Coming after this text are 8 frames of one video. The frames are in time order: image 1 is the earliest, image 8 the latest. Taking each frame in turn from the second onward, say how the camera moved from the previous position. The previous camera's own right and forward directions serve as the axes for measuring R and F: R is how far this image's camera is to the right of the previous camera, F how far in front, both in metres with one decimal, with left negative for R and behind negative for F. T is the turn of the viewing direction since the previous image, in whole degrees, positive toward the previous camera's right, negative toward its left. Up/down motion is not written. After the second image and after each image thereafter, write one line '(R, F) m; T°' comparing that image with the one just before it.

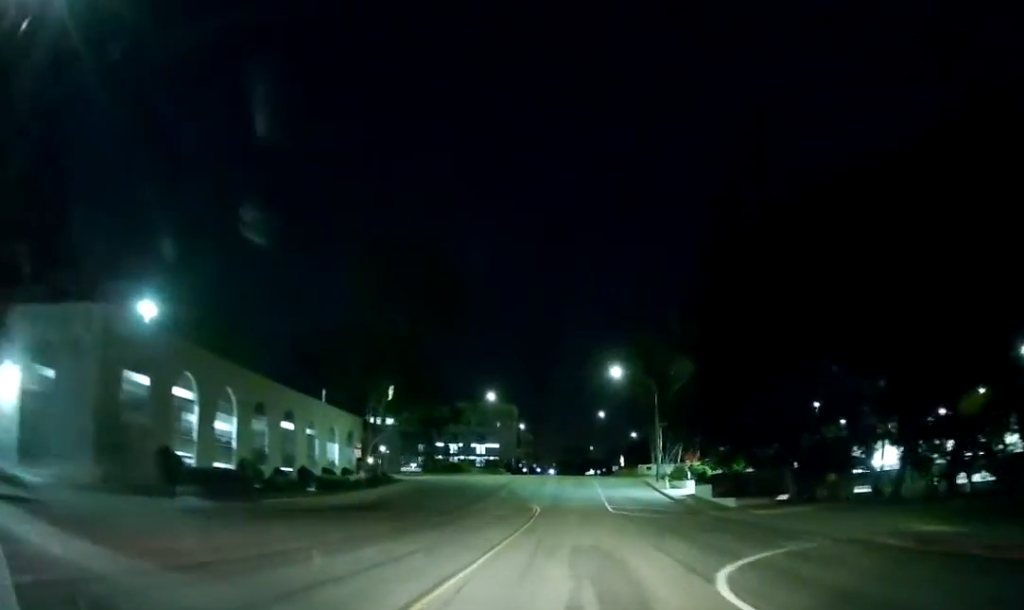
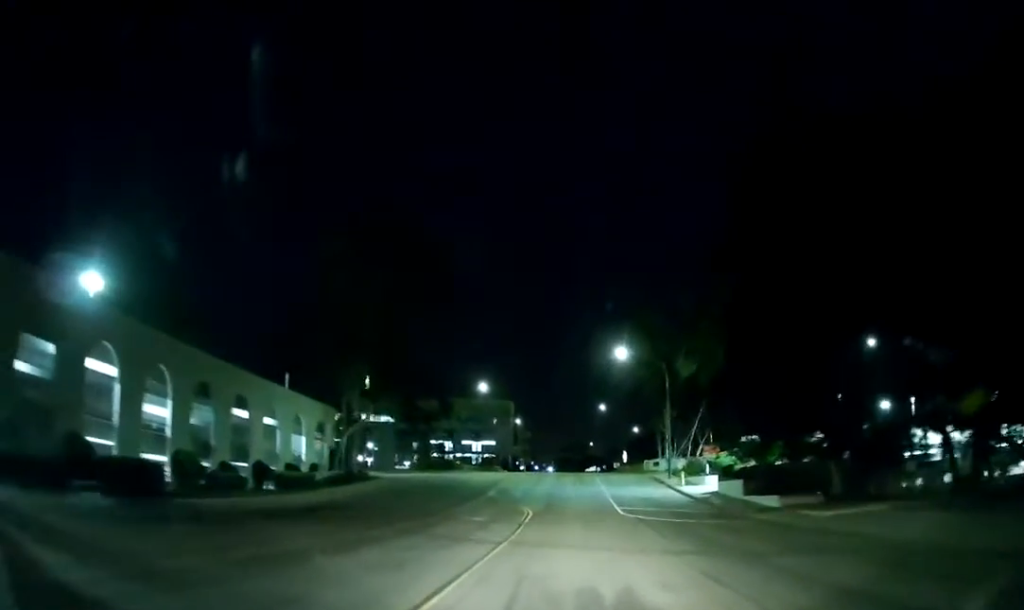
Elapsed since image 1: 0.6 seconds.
(-0.1, +7.5) m; -1°
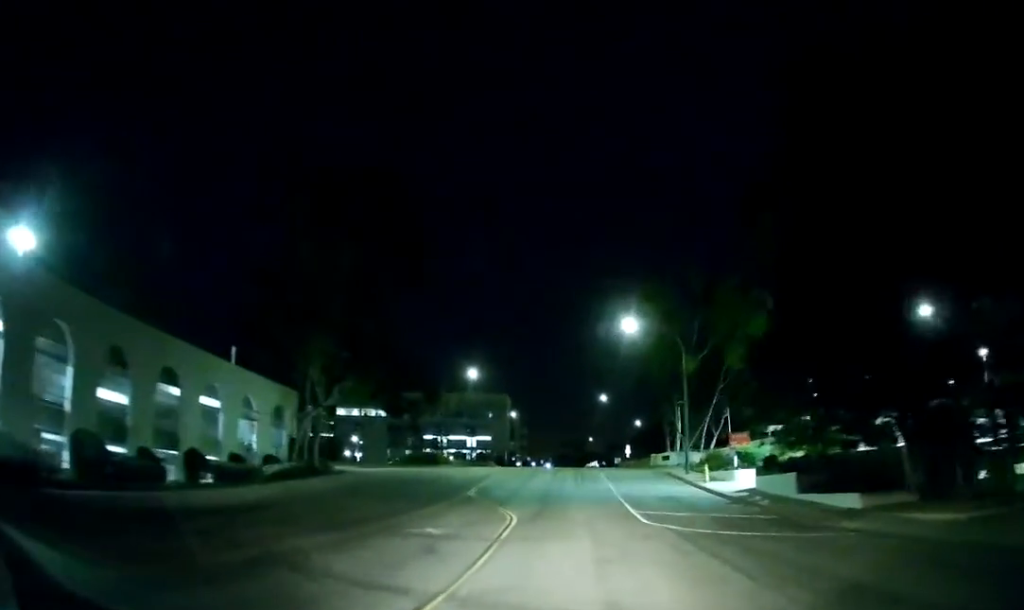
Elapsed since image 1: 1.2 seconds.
(0.0, +9.0) m; 0°
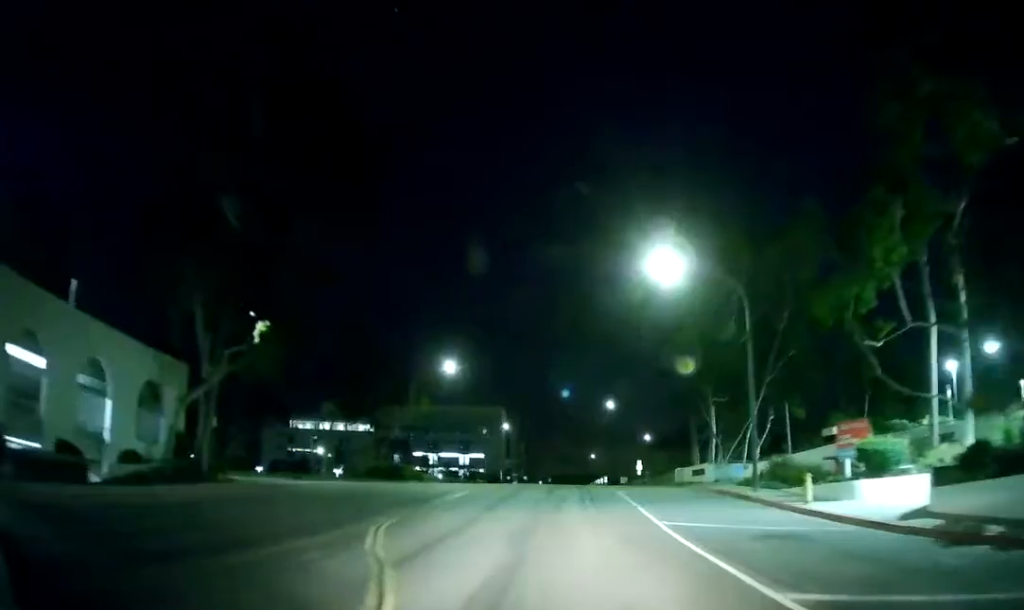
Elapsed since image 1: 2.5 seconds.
(0.0, +17.0) m; +1°
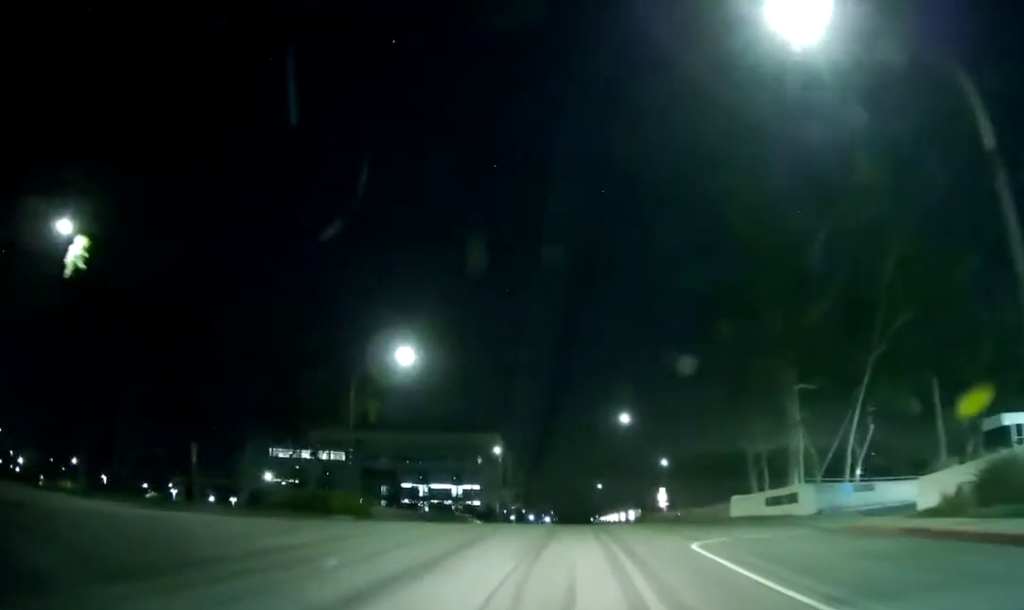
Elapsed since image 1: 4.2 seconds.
(+0.9, +19.5) m; +3°
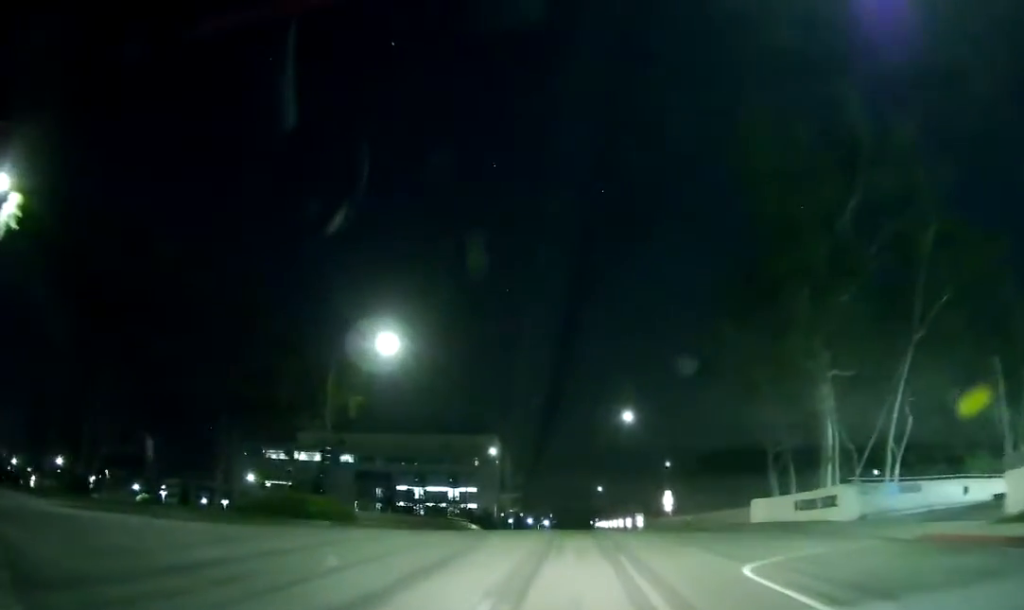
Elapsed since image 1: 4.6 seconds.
(-0.1, +4.7) m; -1°
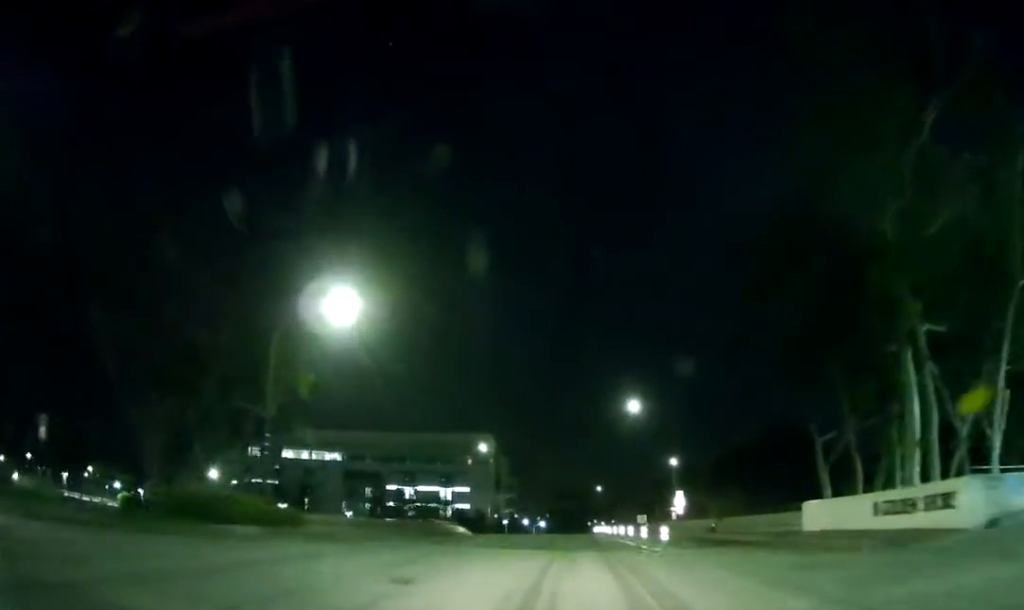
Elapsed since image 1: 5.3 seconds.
(-0.3, +7.7) m; -2°
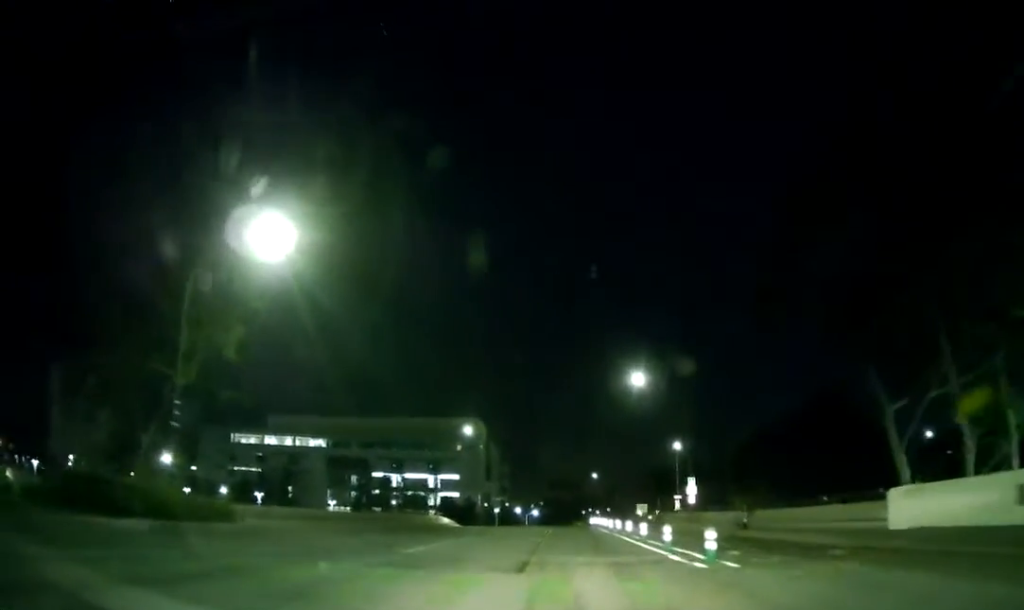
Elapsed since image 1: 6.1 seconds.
(-0.1, +7.3) m; +2°
